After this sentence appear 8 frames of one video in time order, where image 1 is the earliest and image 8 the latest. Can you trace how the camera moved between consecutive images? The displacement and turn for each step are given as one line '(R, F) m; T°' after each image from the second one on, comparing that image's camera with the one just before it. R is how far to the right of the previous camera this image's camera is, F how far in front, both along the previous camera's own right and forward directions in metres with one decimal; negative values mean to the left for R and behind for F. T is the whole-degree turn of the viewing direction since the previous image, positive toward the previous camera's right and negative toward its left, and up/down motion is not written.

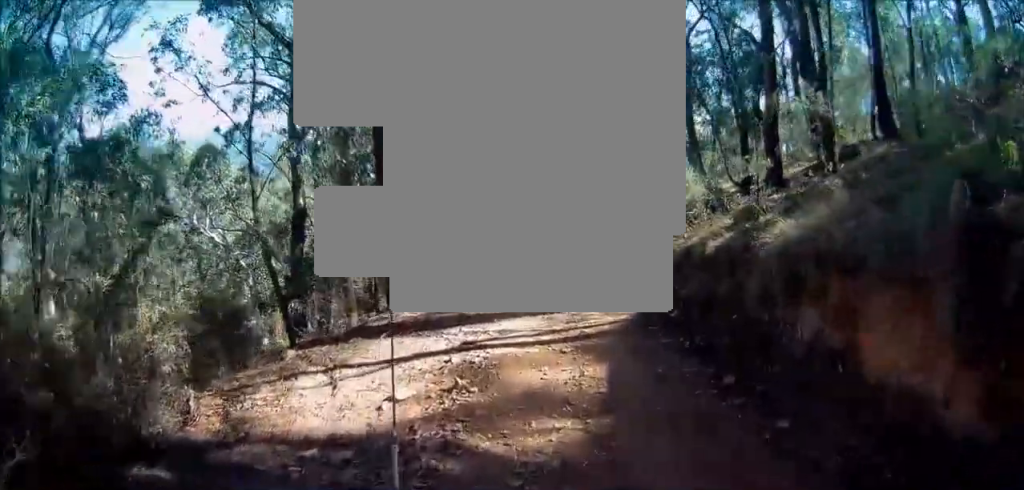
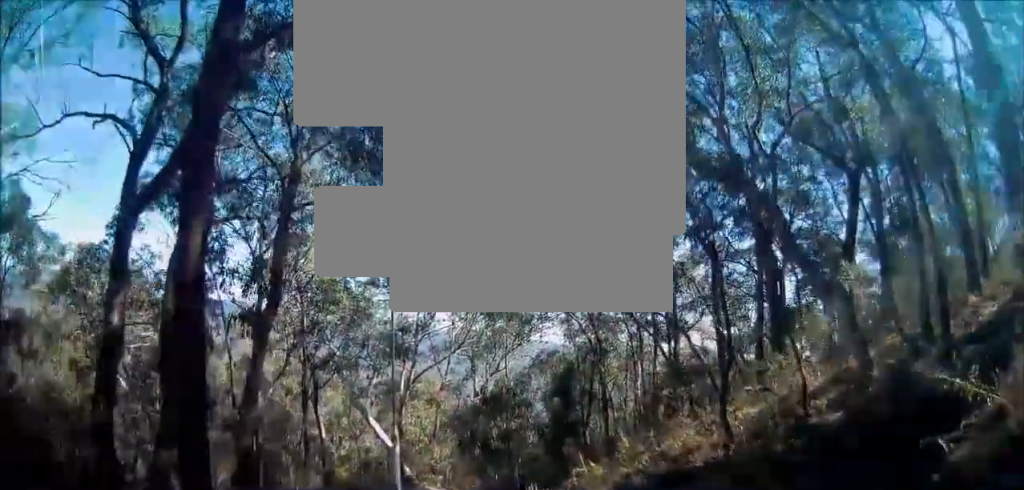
(-0.8, +10.6) m; -16°
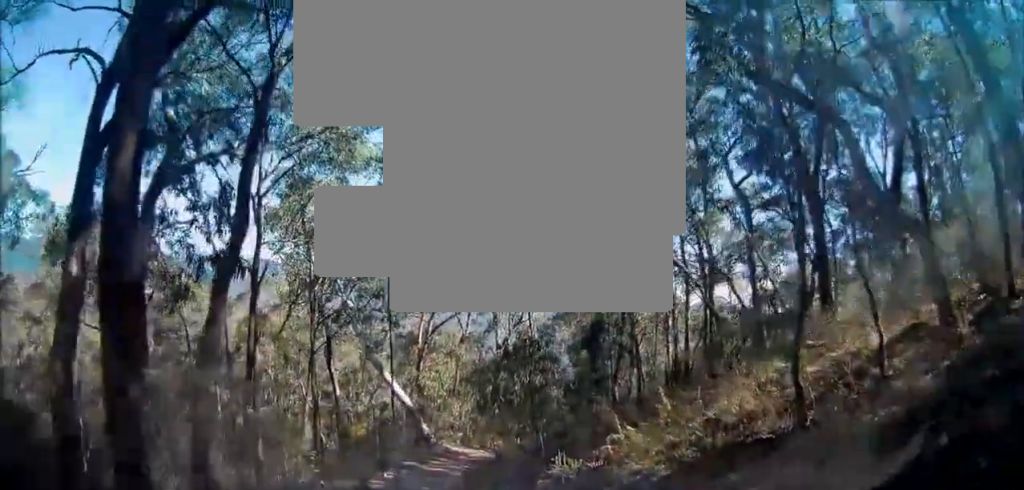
(-0.3, +1.9) m; -4°
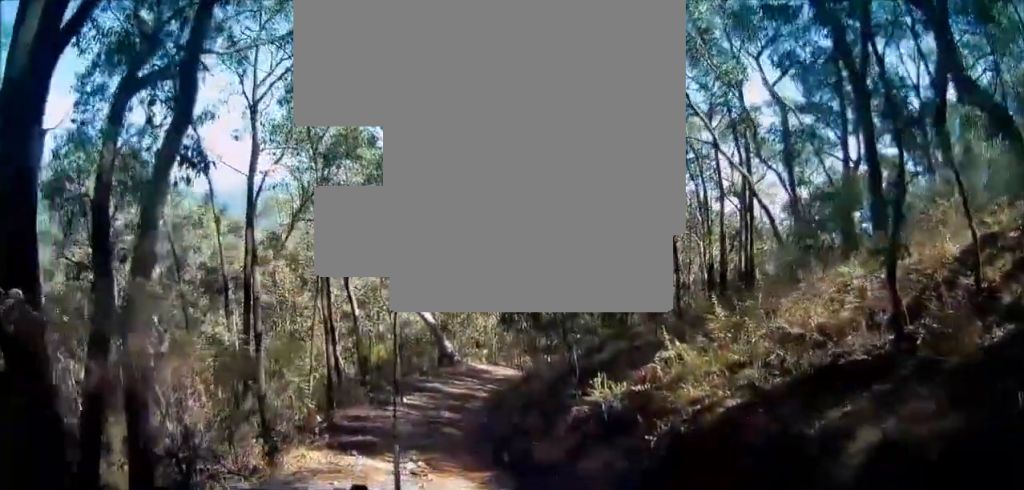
(0.0, +1.8) m; -1°
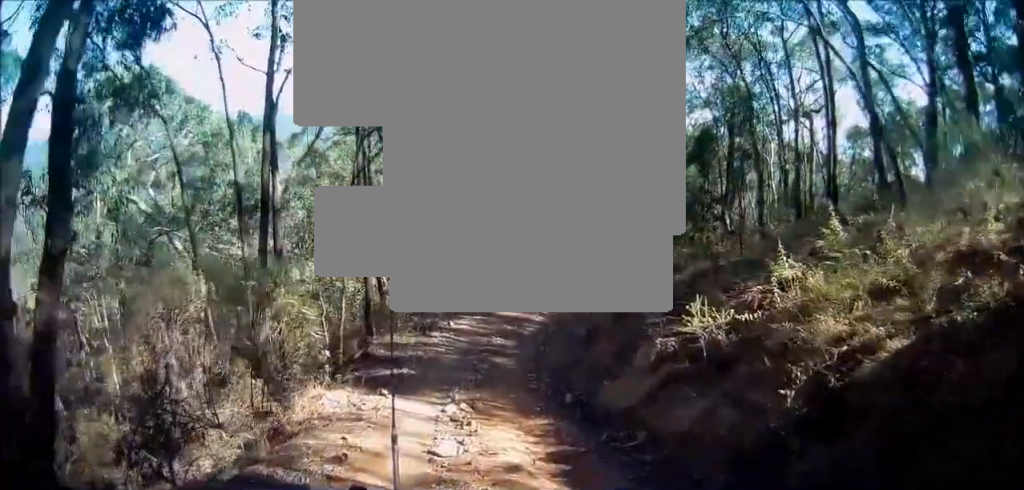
(+0.1, +2.1) m; +1°
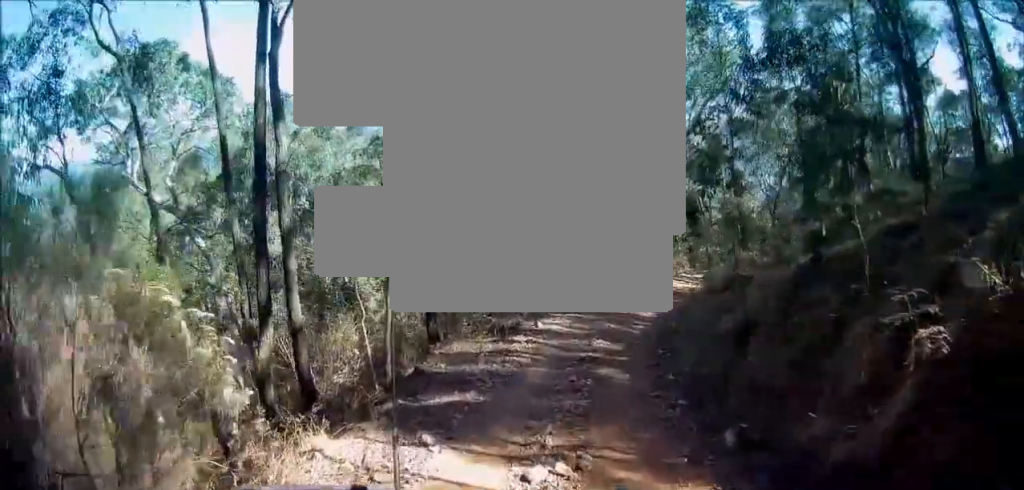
(-0.1, +4.1) m; +1°
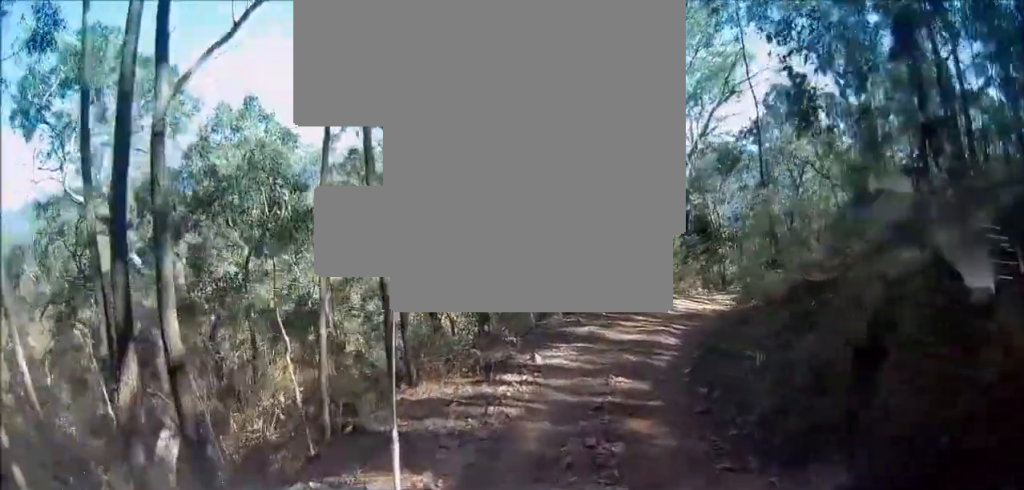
(+0.3, +3.4) m; -2°
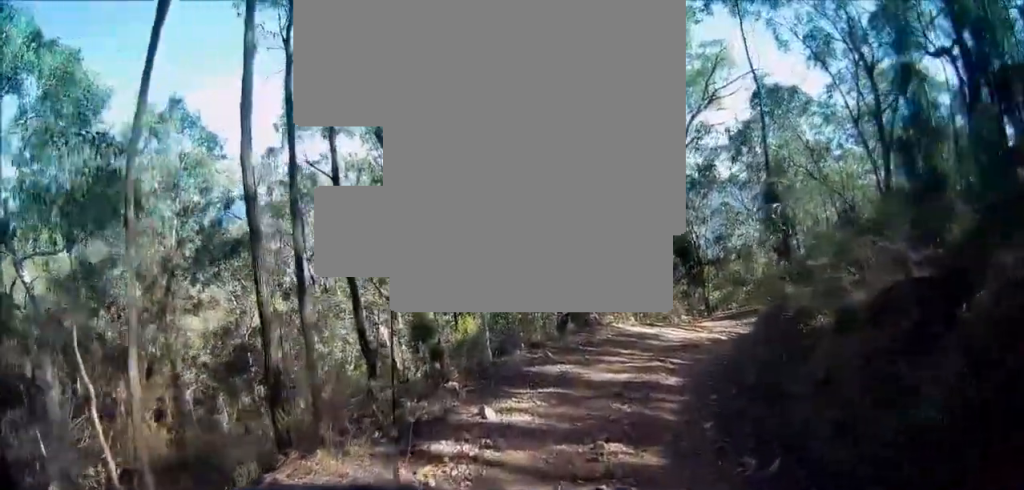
(-0.4, +3.3) m; +1°
